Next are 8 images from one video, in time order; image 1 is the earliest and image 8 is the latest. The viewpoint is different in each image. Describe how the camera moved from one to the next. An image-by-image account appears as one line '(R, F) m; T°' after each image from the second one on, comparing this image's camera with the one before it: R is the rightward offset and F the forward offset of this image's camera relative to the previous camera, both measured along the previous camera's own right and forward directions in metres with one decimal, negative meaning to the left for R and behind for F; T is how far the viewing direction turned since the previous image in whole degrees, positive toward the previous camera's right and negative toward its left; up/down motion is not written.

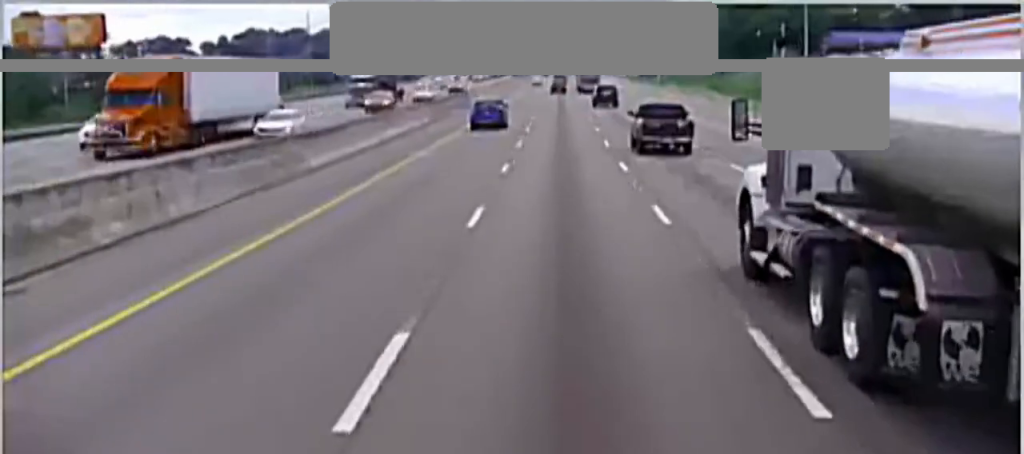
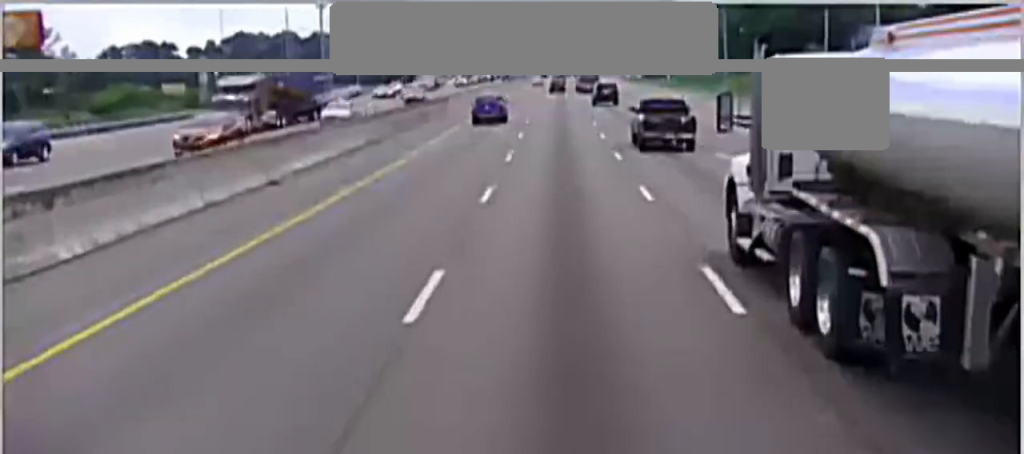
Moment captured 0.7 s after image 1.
(0.0, +20.3) m; 0°
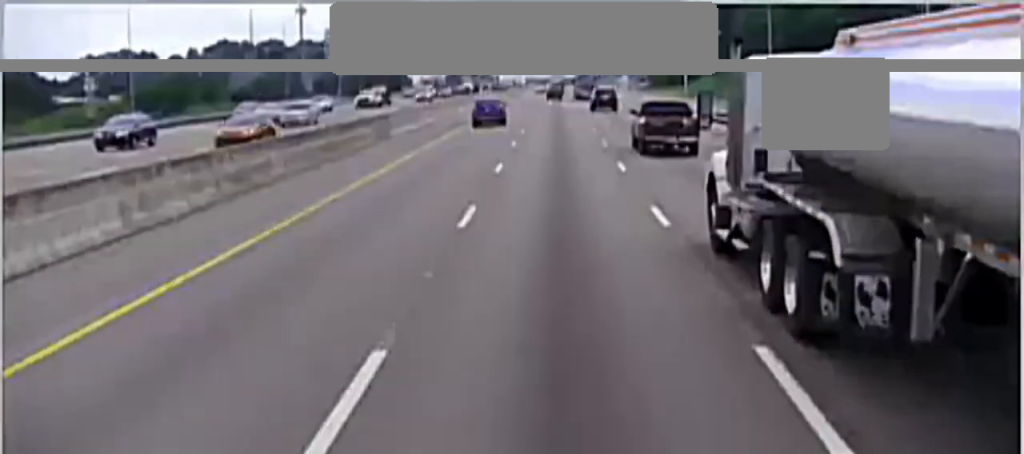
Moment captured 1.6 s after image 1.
(+0.1, +28.4) m; 0°
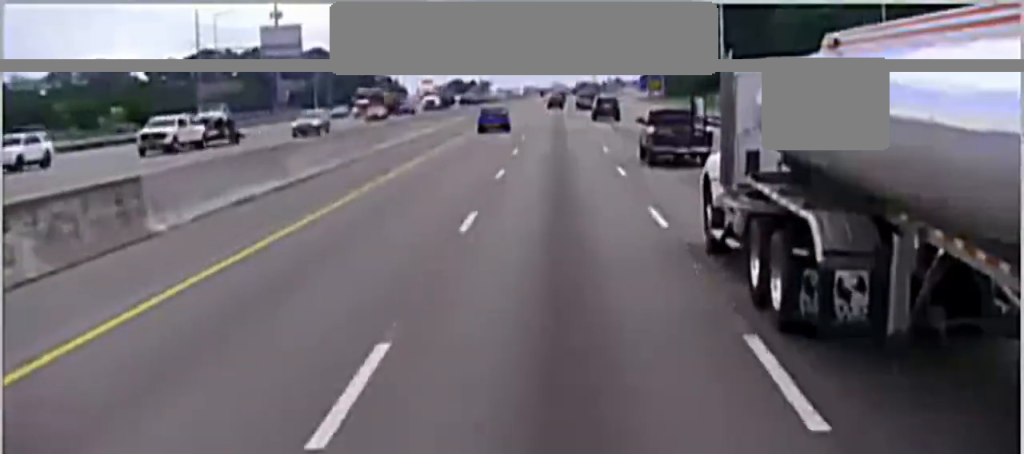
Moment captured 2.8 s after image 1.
(+0.1, +35.1) m; 0°
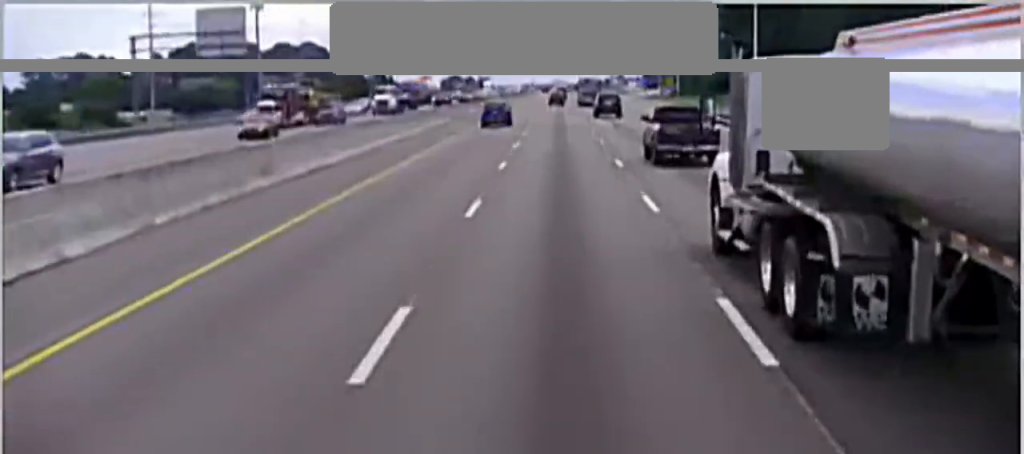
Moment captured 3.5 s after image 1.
(-0.1, +21.8) m; 0°
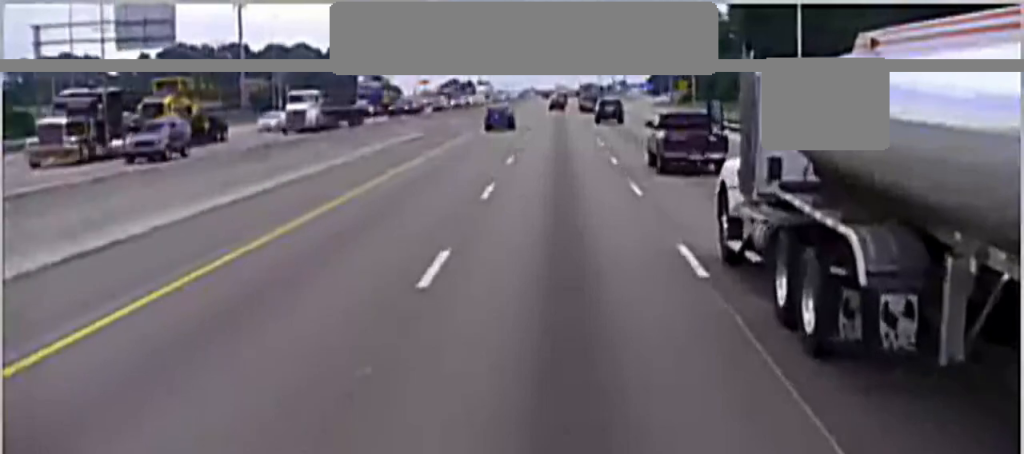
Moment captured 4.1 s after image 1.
(+0.1, +18.4) m; 0°
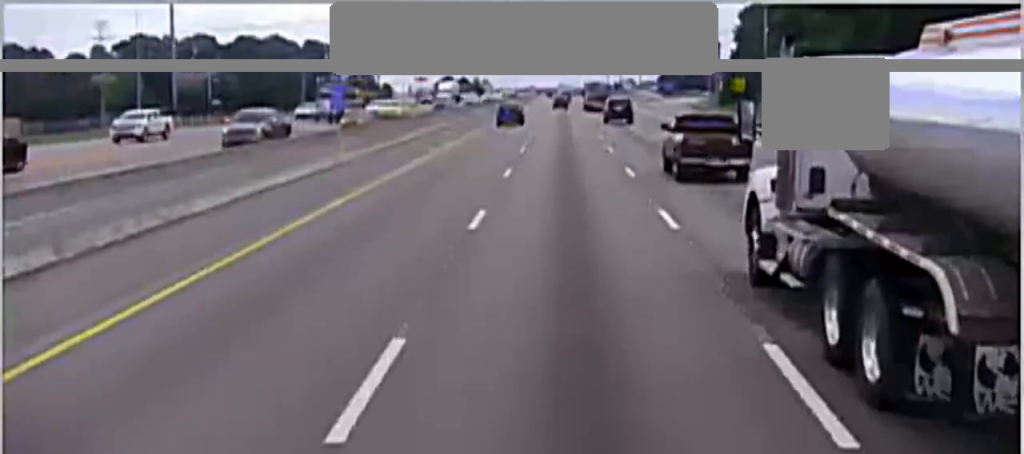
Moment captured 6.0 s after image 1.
(-0.2, +50.7) m; 0°
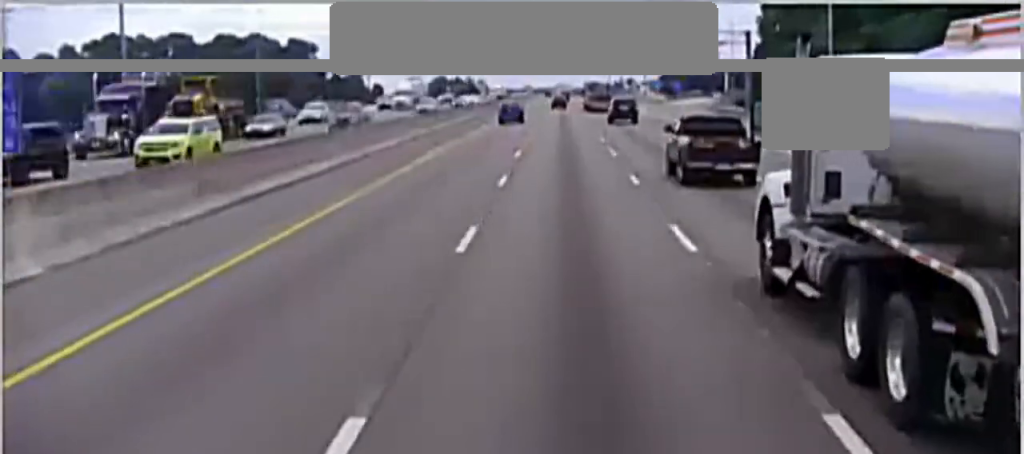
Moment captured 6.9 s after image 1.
(0.0, +22.7) m; 0°
